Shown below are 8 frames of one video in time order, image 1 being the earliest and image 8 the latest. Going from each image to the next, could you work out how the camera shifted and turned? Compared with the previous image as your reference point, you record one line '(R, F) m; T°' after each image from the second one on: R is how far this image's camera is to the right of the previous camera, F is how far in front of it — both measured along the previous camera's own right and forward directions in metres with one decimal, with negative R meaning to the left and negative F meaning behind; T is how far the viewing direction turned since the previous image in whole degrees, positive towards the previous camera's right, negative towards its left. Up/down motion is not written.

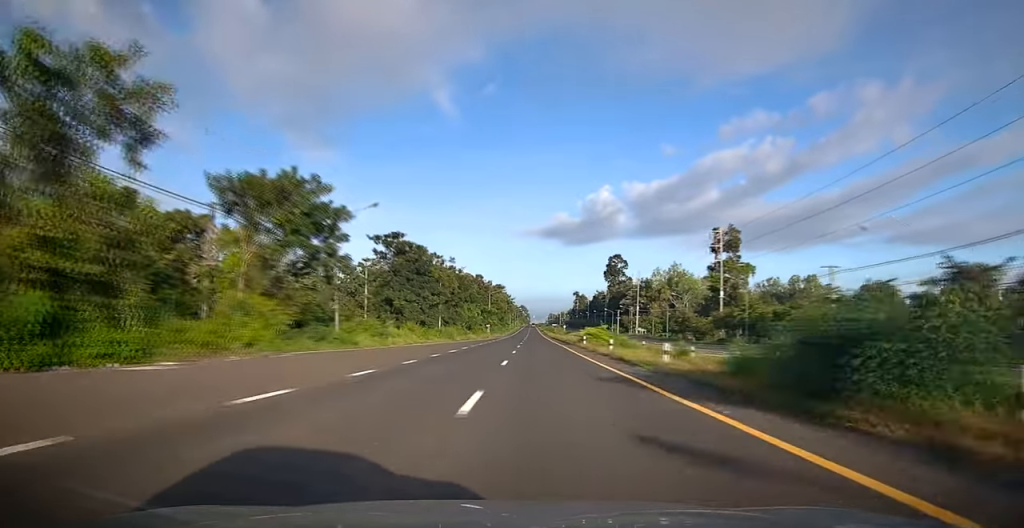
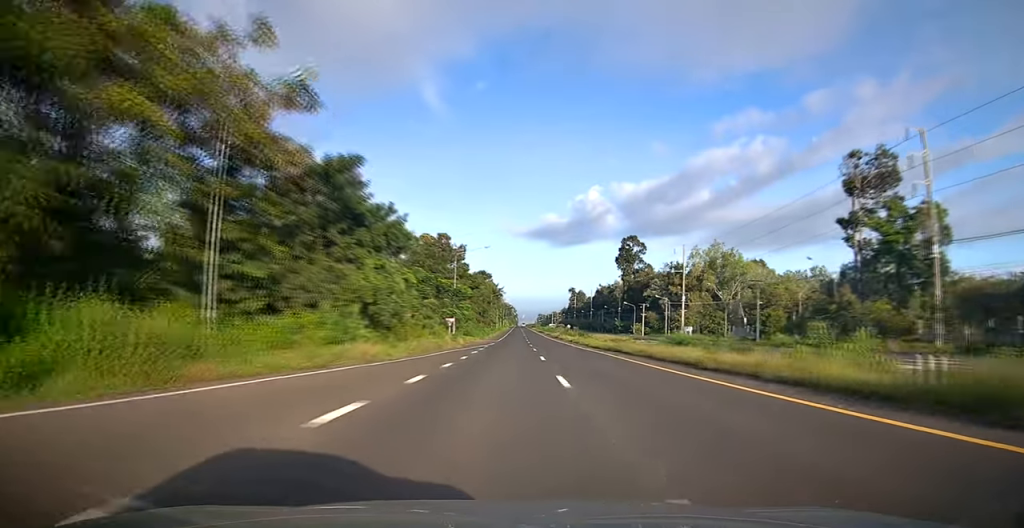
(+0.5, +55.8) m; +1°
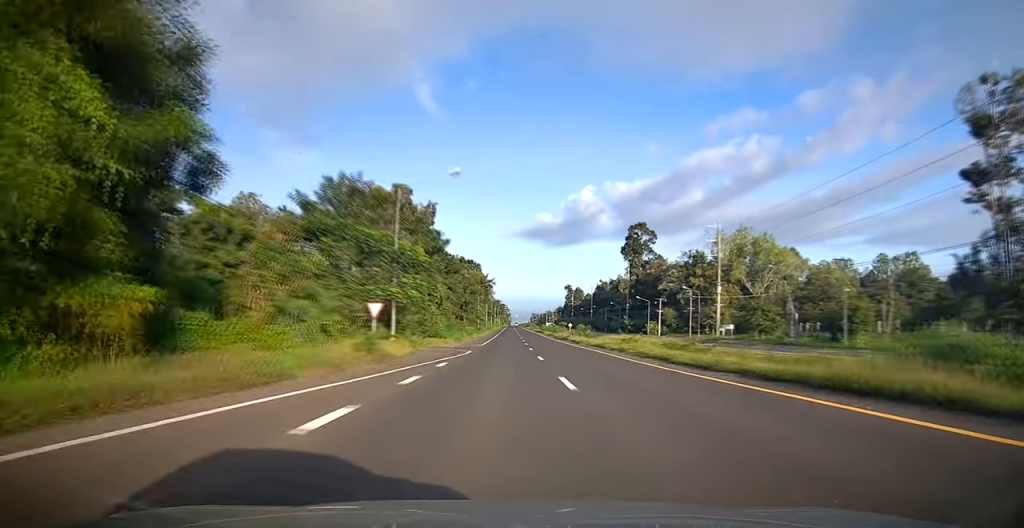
(+0.1, +25.3) m; +1°
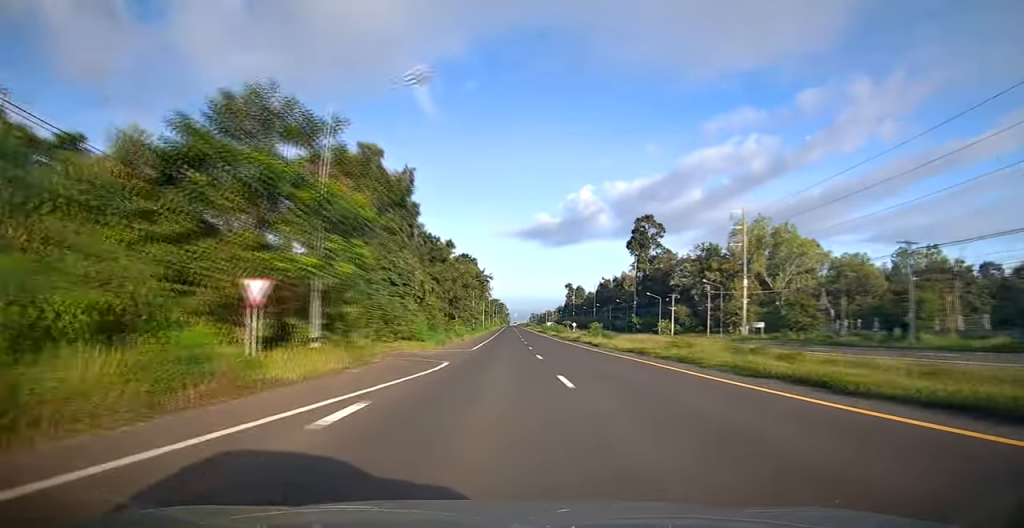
(+0.1, +11.5) m; 0°
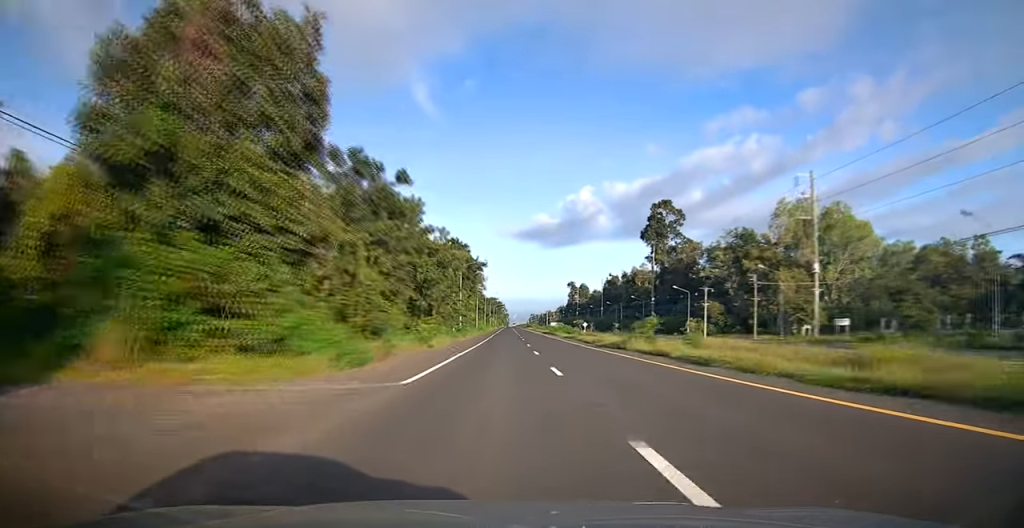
(+0.1, +21.4) m; 0°
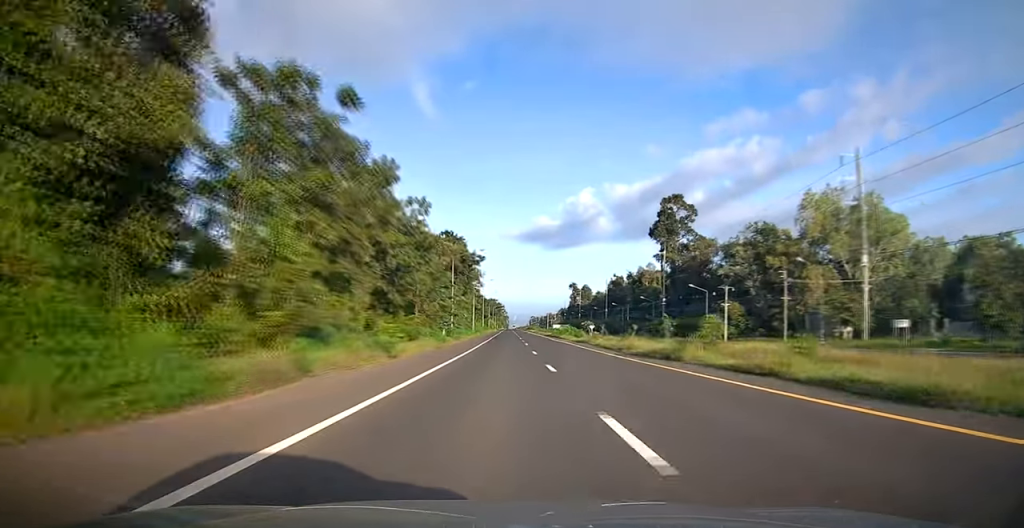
(0.0, +9.9) m; 0°
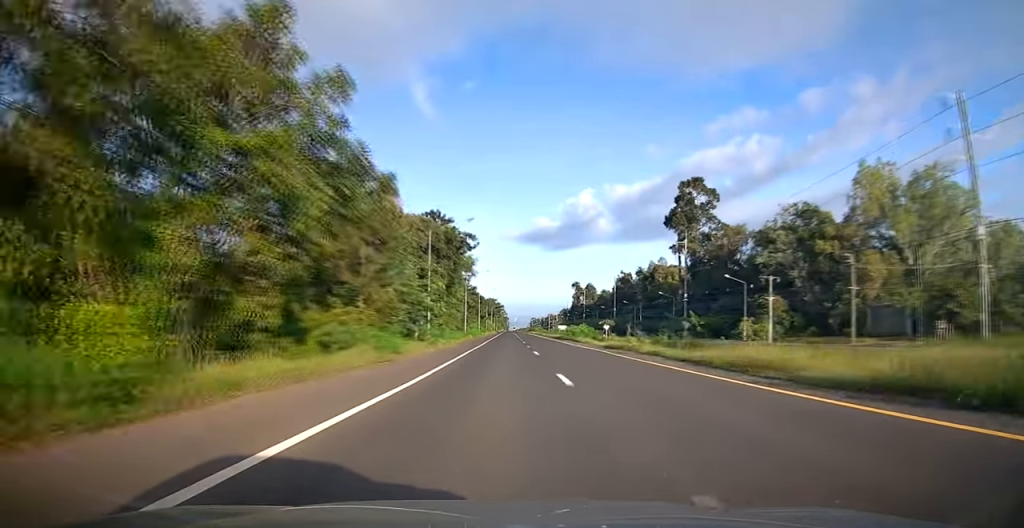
(0.0, +16.5) m; 0°
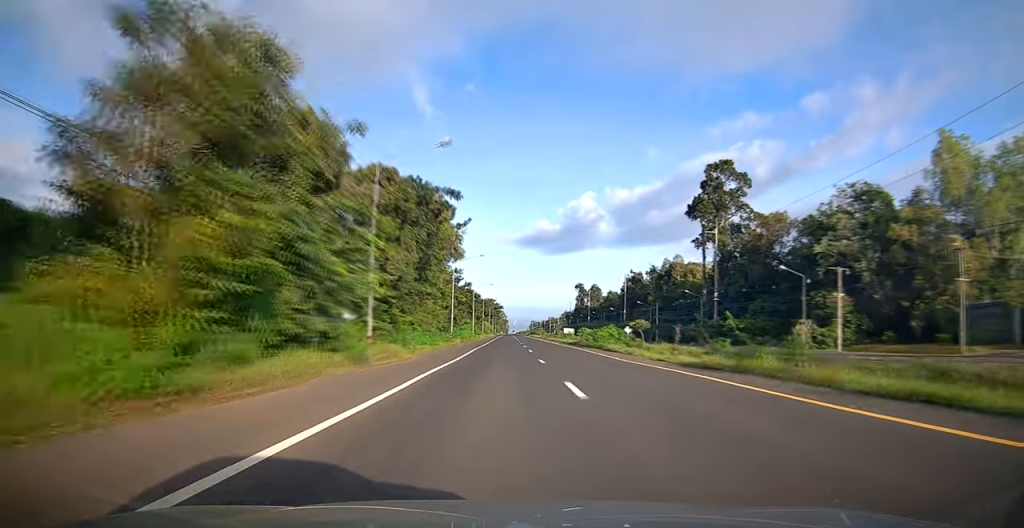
(0.0, +17.3) m; 0°
